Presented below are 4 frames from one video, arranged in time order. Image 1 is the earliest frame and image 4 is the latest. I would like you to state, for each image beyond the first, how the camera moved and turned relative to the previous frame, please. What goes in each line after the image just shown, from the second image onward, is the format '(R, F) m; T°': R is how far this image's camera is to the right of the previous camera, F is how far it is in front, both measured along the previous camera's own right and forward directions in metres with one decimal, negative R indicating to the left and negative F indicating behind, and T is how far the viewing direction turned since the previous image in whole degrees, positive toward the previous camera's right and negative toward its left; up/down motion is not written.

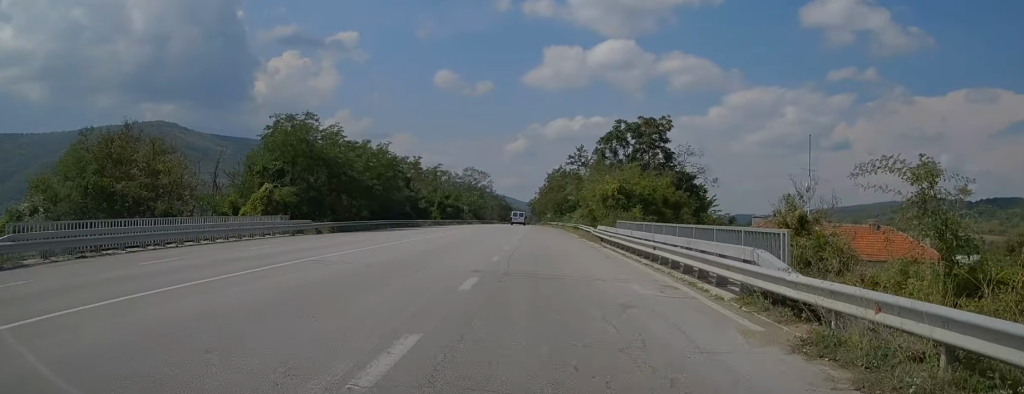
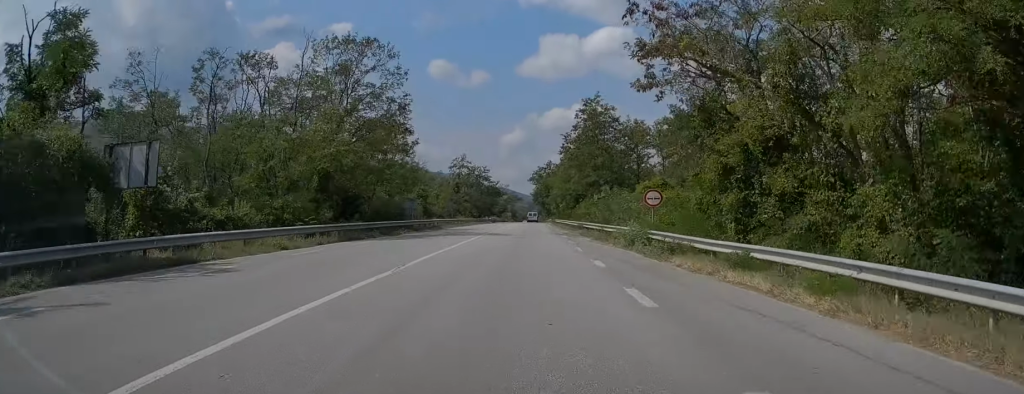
(-1.0, +92.7) m; 0°
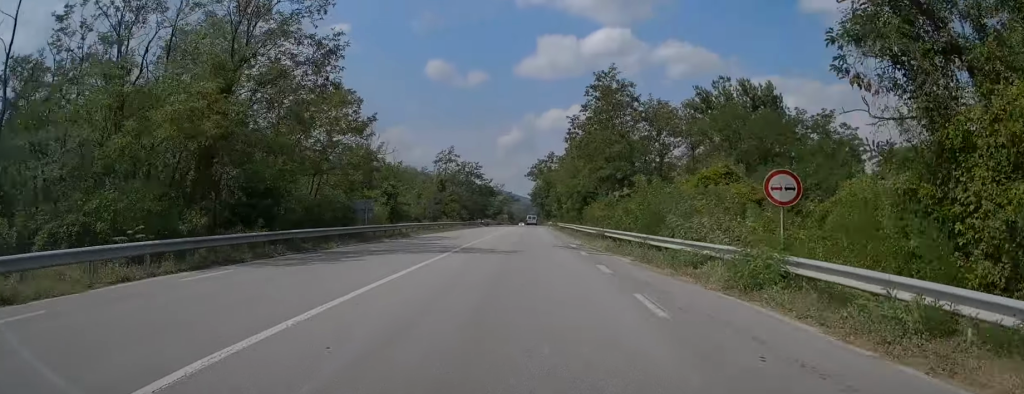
(+0.1, +12.5) m; 0°
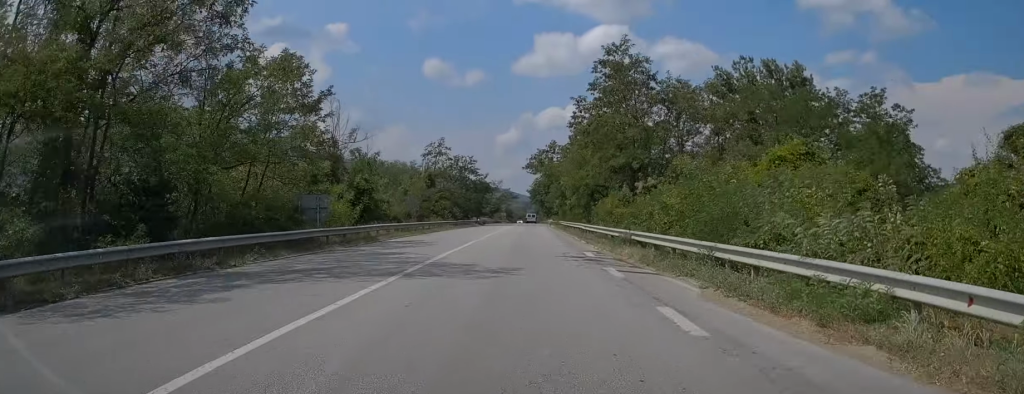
(-0.2, +7.5) m; 0°
